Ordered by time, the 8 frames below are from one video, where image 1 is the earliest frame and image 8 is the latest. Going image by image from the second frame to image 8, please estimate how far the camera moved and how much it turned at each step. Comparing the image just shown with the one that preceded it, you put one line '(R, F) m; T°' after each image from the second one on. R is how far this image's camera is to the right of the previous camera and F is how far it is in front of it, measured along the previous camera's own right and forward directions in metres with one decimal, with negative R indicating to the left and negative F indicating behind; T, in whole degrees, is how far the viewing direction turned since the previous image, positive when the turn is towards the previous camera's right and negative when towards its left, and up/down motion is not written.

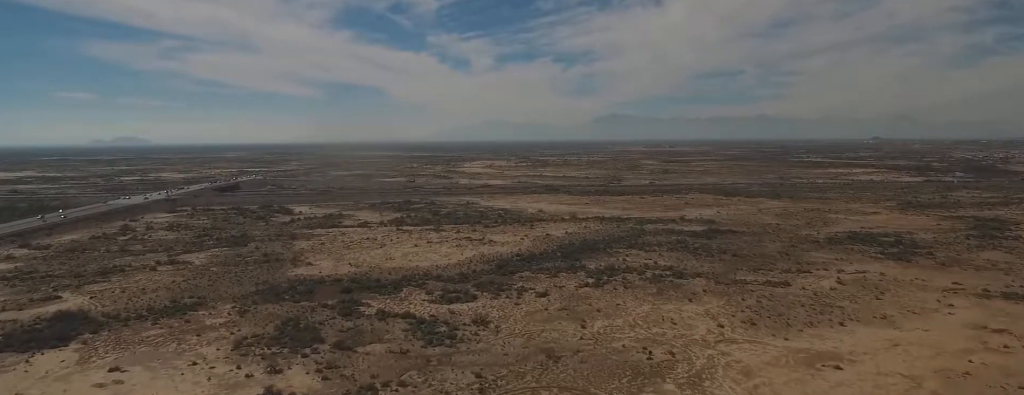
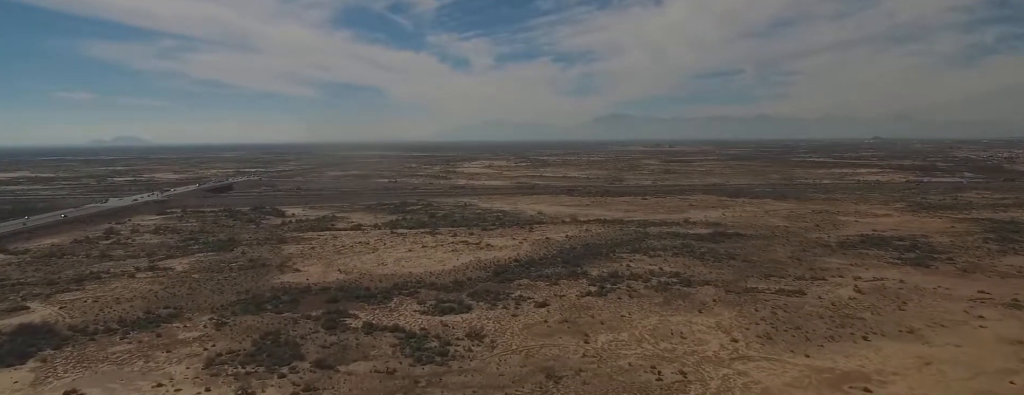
(0.0, +13.1) m; 0°
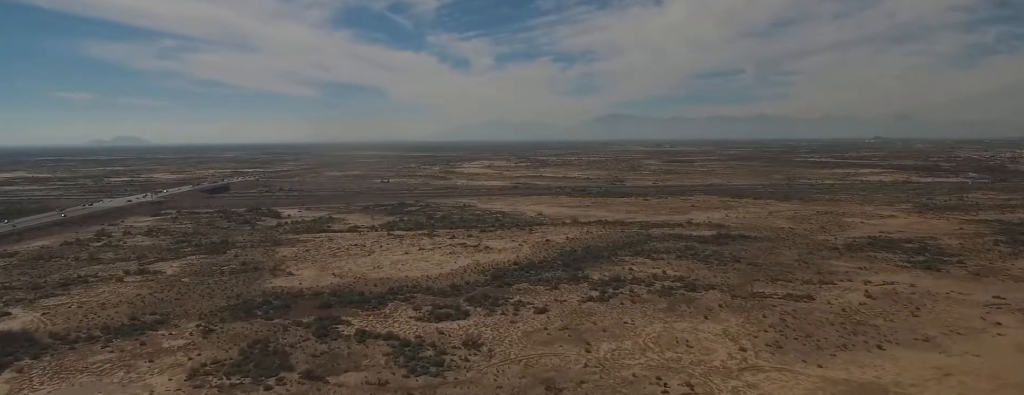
(0.0, +6.8) m; 0°
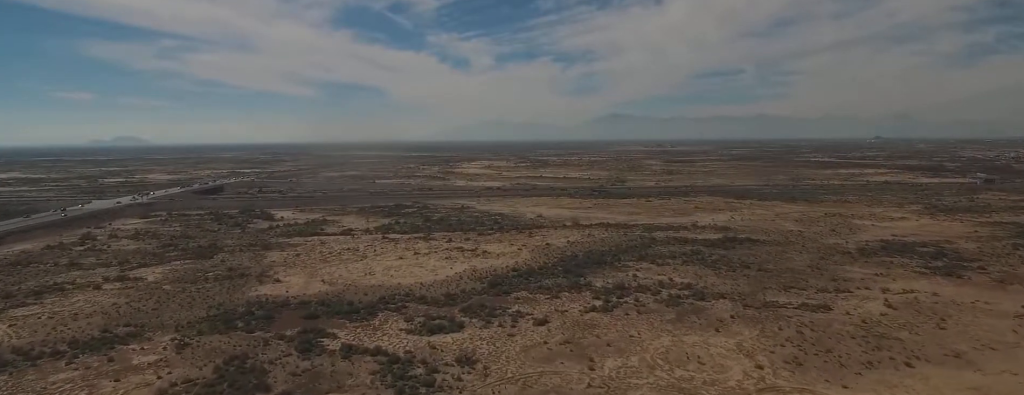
(-0.1, +12.5) m; 0°
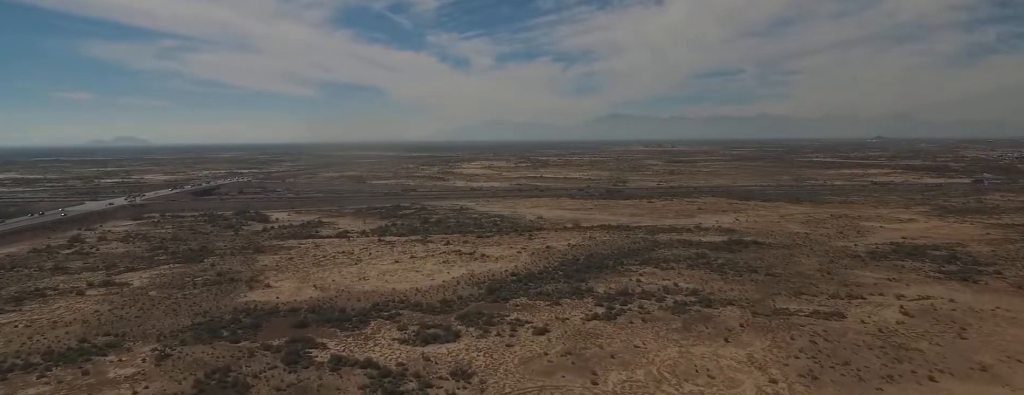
(0.0, +8.7) m; 0°
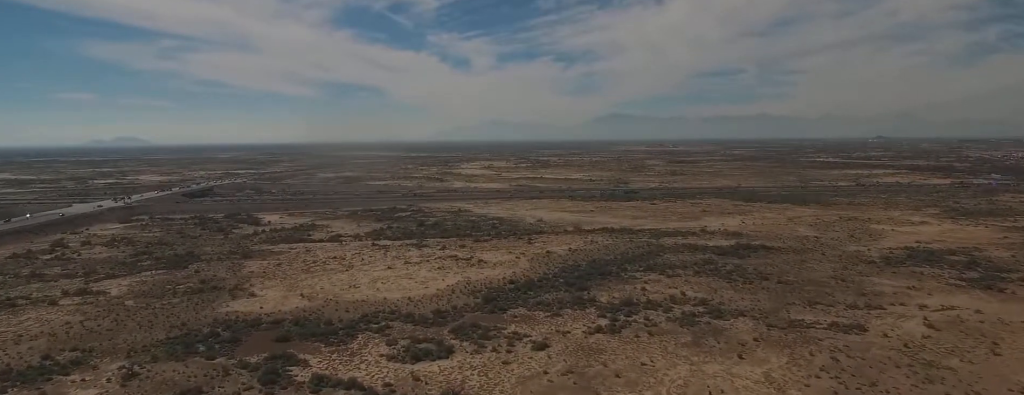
(0.0, +12.4) m; 0°
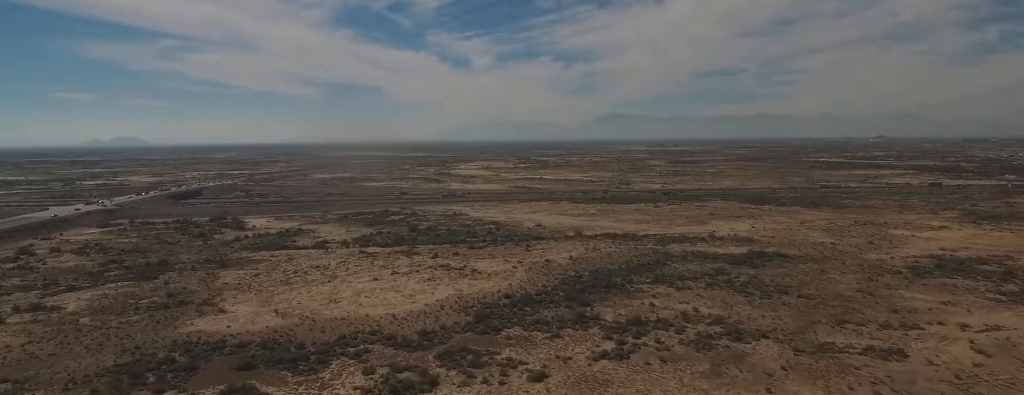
(-0.2, +20.2) m; -1°
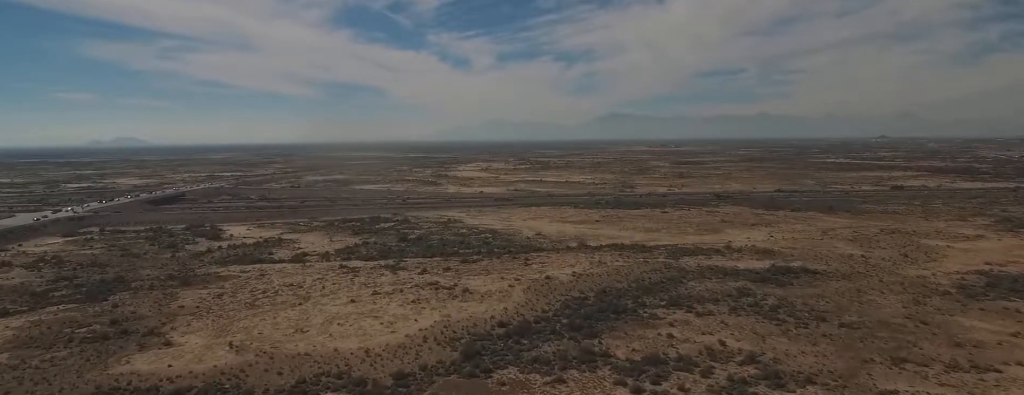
(-0.1, +28.4) m; 0°
